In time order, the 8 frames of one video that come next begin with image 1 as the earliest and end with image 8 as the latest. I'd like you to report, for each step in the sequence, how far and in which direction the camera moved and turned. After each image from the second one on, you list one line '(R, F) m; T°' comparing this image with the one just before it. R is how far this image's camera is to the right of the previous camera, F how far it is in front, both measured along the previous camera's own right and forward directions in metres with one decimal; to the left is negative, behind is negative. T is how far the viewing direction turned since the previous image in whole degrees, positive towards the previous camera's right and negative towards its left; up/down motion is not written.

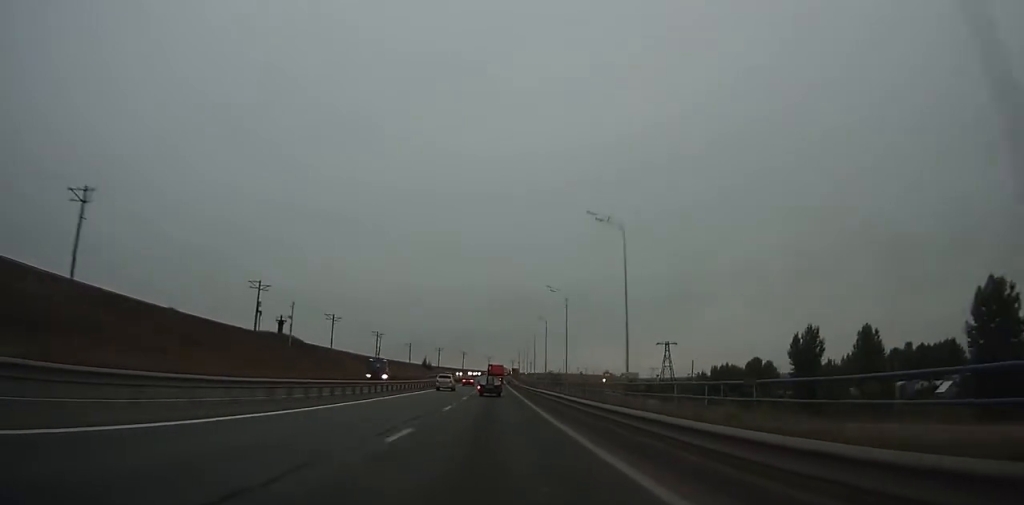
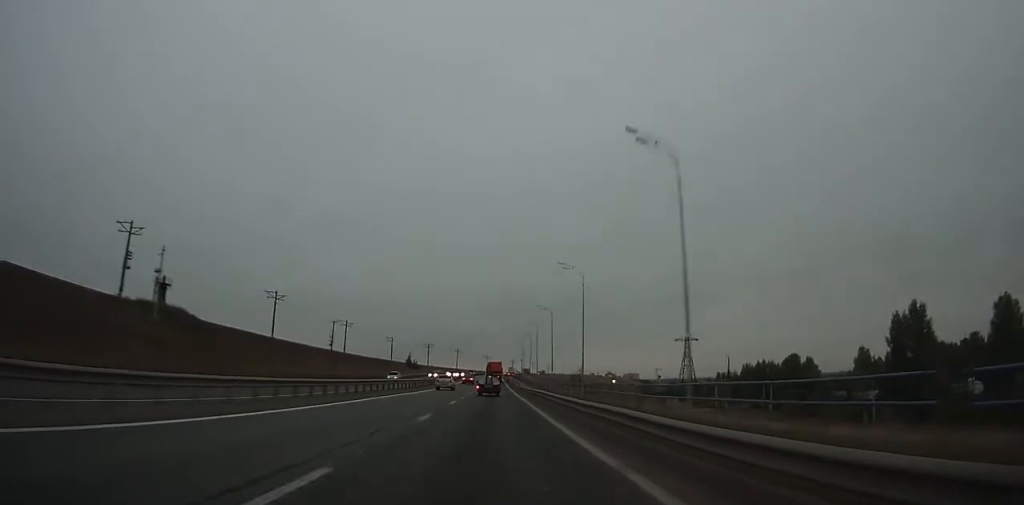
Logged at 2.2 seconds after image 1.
(+0.1, +42.6) m; 0°
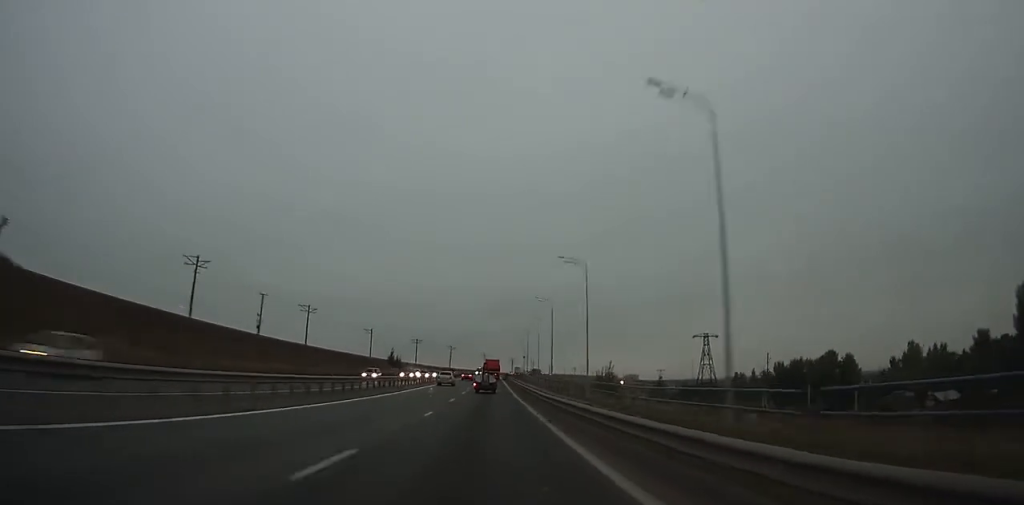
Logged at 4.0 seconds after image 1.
(+0.1, +35.3) m; 0°
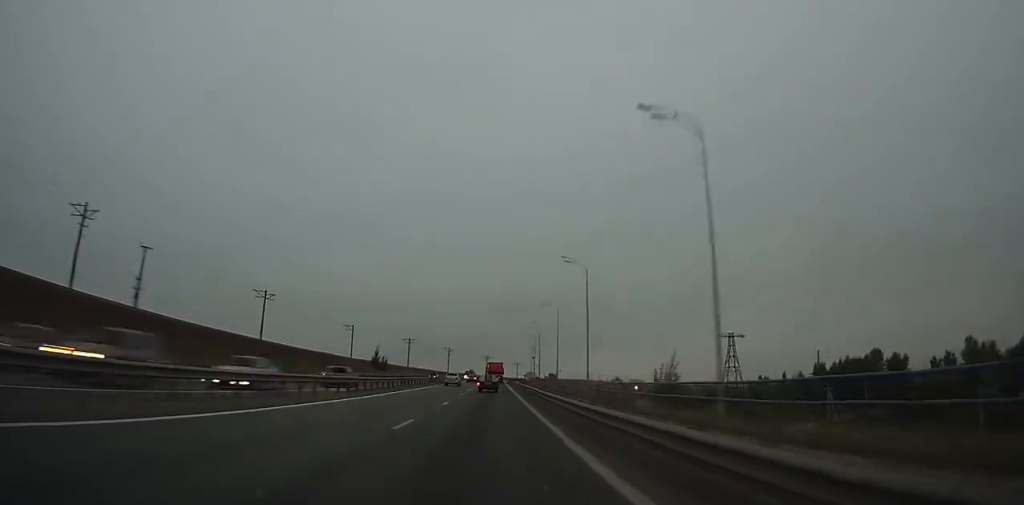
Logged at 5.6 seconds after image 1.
(0.0, +30.4) m; 0°
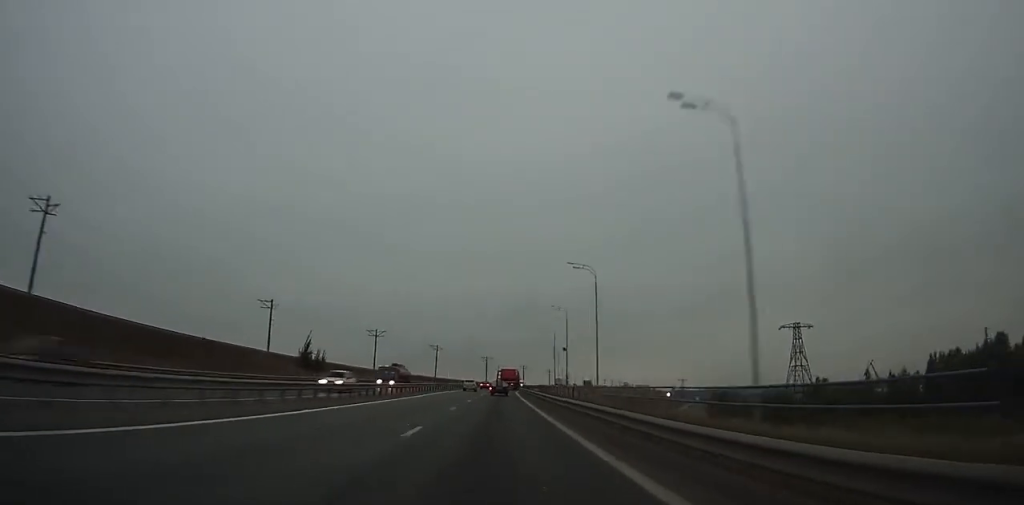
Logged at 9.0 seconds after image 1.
(-0.1, +62.5) m; 0°
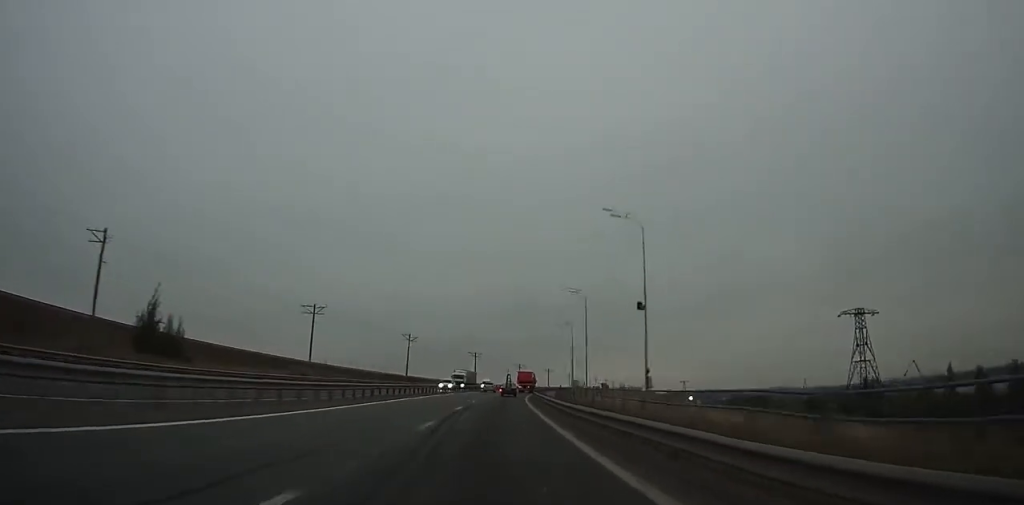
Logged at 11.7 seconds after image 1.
(+0.1, +46.7) m; +1°
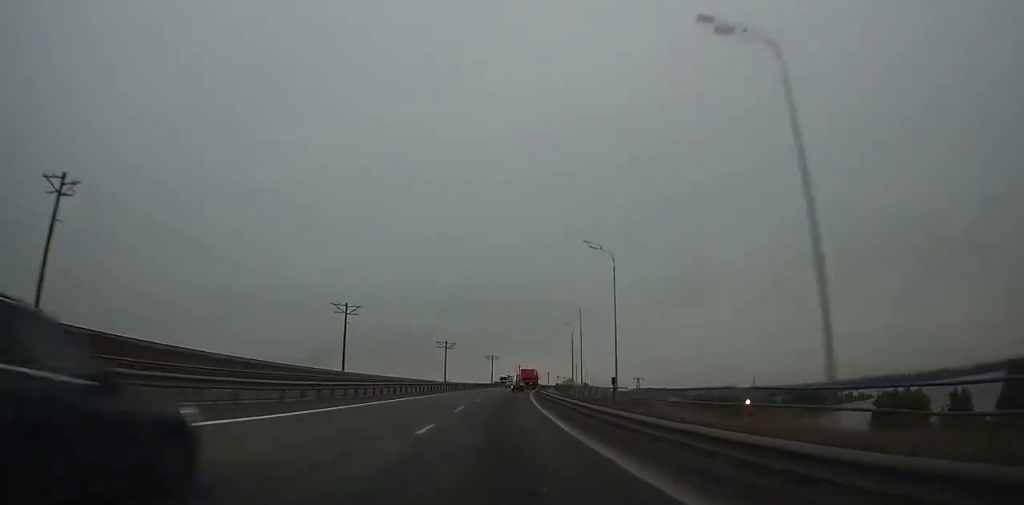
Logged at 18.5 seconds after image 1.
(+4.8, +111.0) m; +6°
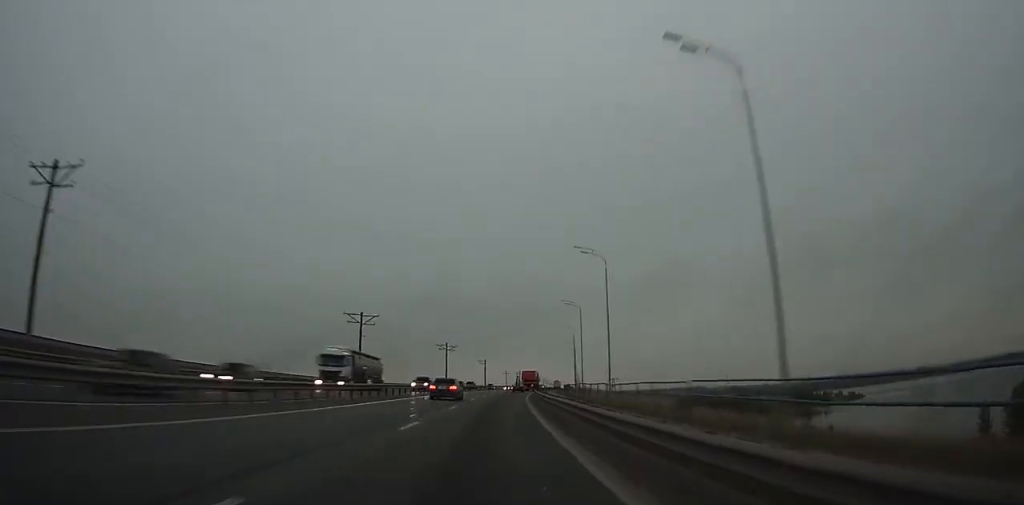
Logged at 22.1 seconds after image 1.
(+1.8, +59.0) m; +3°
